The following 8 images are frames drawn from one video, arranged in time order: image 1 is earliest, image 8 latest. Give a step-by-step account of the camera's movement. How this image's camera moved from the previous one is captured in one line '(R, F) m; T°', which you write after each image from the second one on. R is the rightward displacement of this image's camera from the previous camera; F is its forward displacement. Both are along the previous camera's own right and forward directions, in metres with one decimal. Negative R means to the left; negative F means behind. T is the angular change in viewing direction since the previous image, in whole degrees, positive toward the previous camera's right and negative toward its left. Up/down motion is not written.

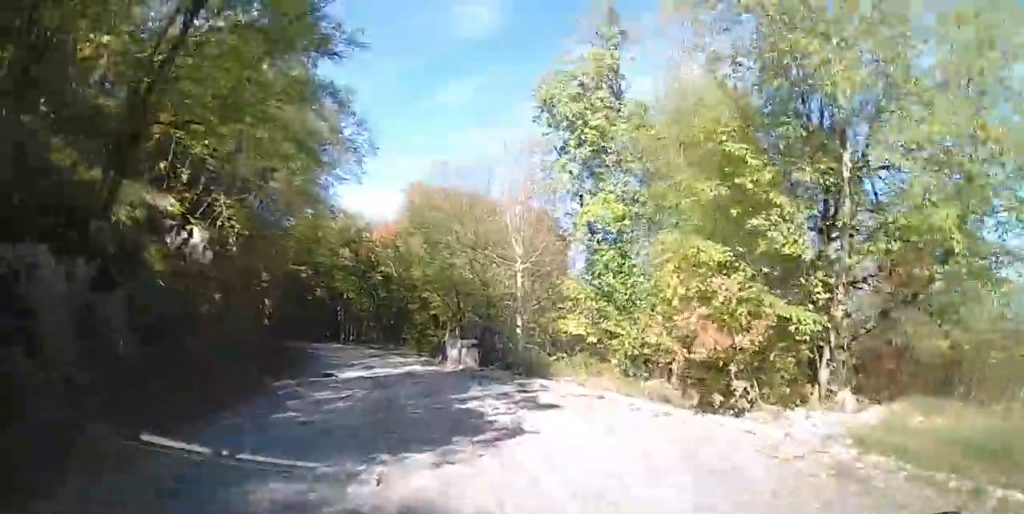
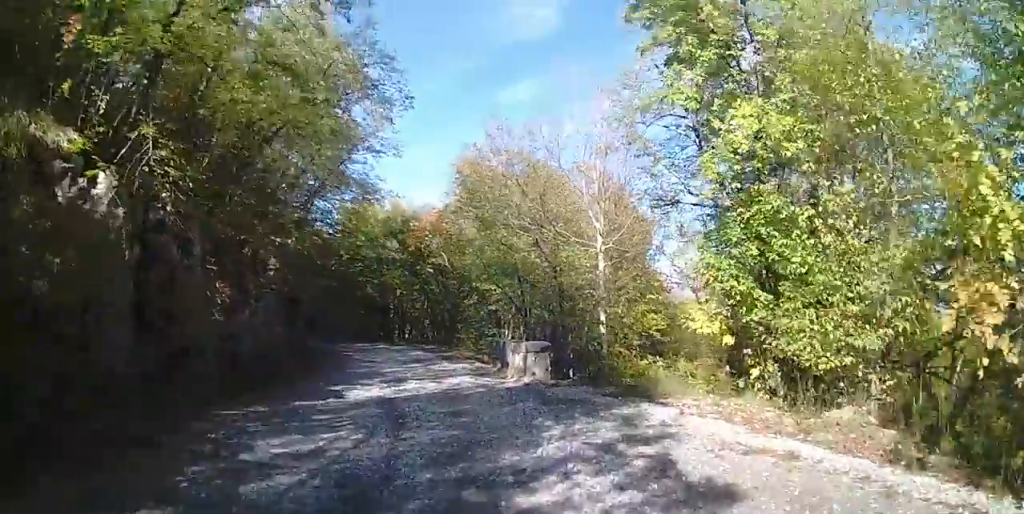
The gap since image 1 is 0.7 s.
(0.0, +4.5) m; -3°
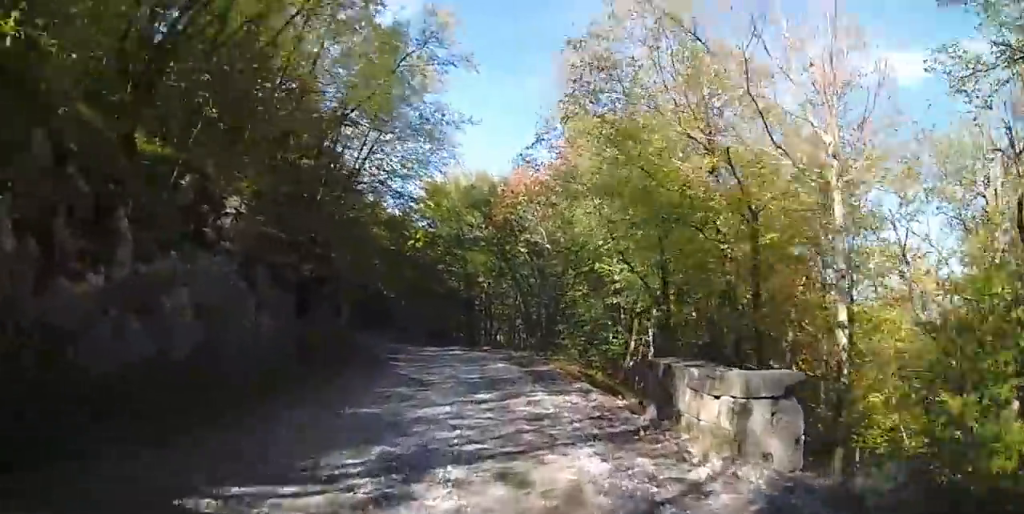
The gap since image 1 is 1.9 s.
(-0.6, +7.5) m; -9°
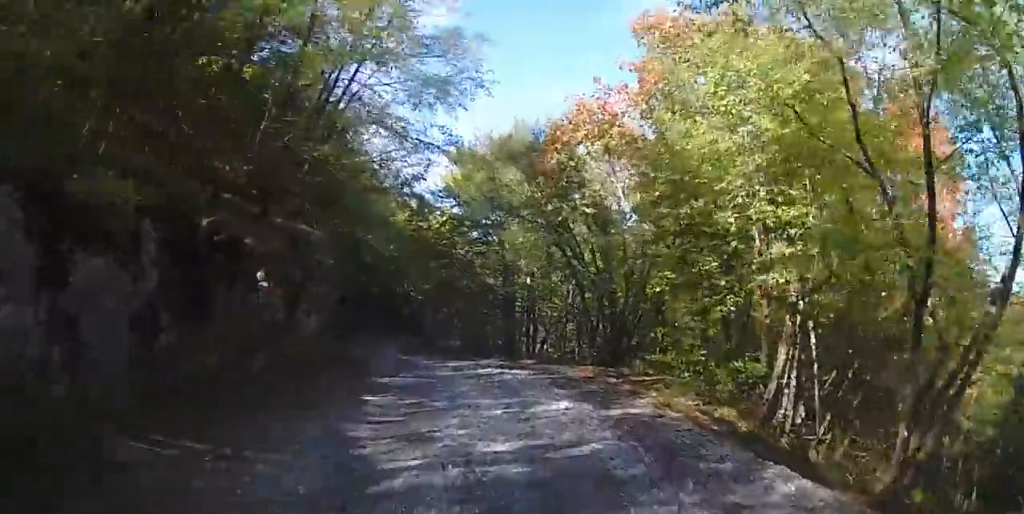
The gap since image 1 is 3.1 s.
(-0.3, +7.4) m; -2°
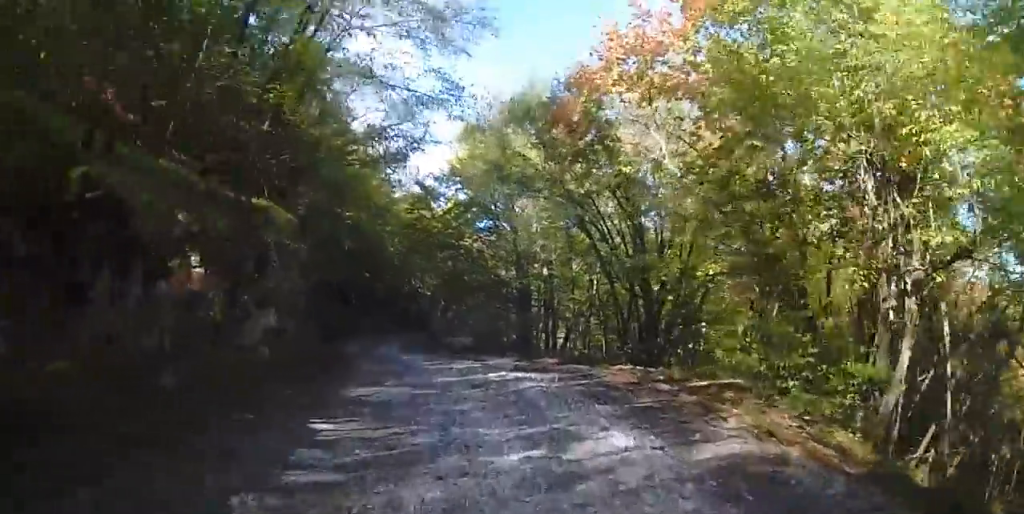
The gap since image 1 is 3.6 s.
(0.0, +3.2) m; -2°
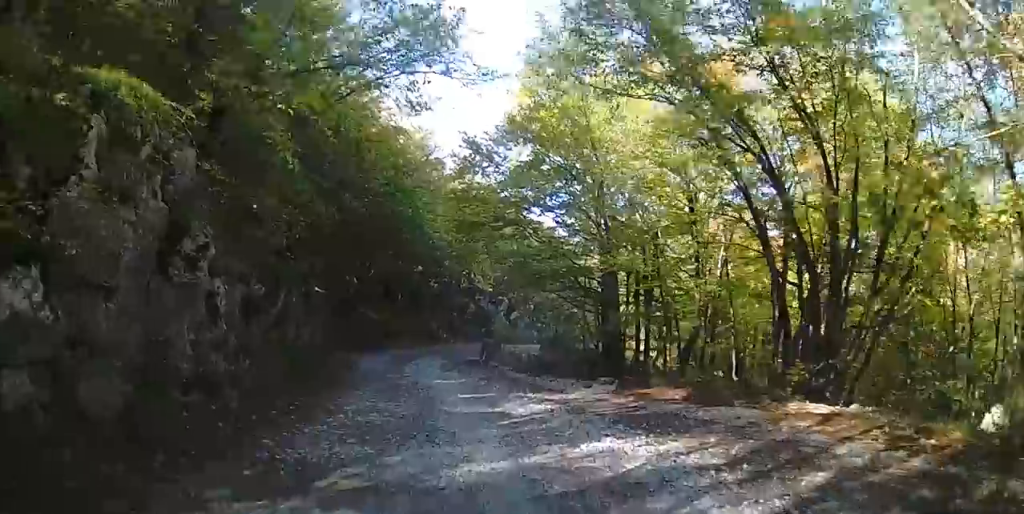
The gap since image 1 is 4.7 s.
(-0.5, +7.0) m; -10°
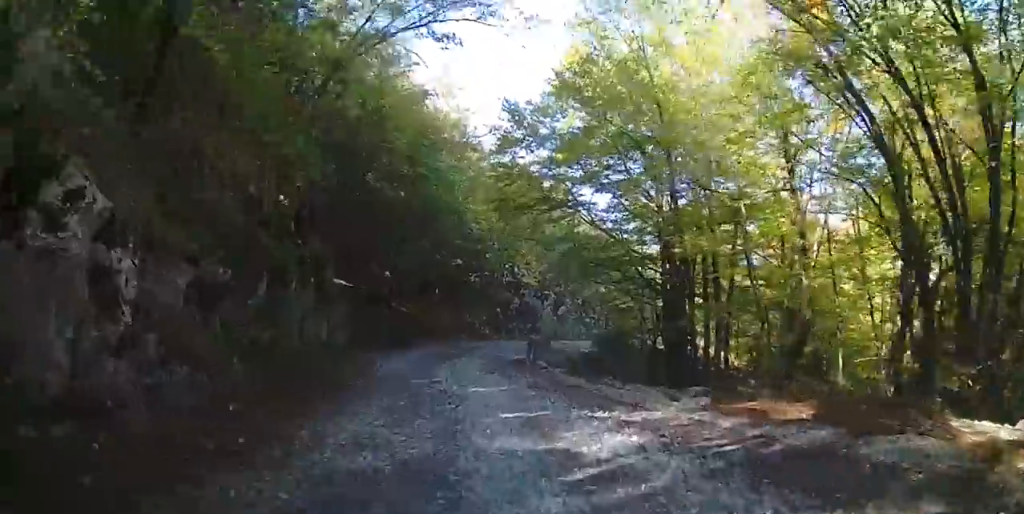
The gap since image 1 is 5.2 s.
(-0.3, +3.0) m; -4°
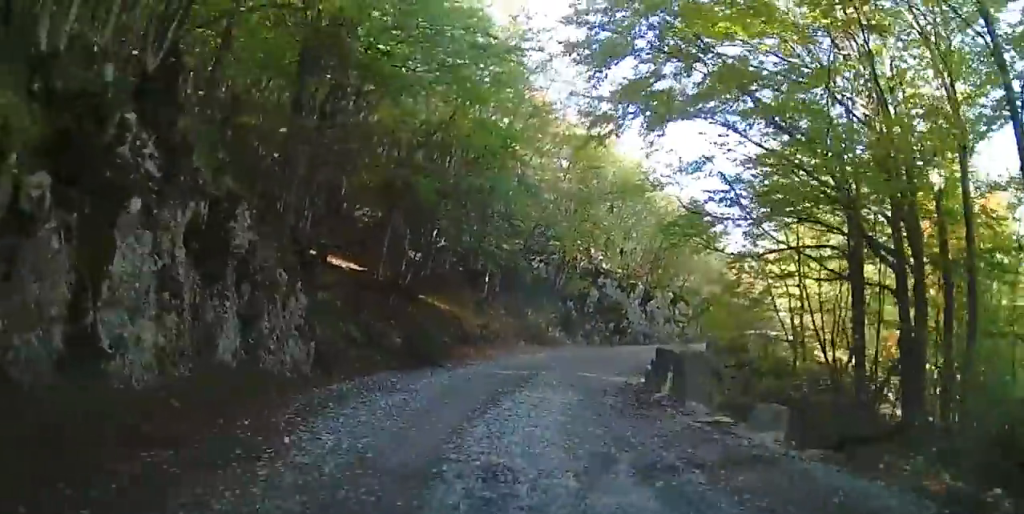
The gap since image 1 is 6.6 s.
(-0.6, +9.9) m; -8°
